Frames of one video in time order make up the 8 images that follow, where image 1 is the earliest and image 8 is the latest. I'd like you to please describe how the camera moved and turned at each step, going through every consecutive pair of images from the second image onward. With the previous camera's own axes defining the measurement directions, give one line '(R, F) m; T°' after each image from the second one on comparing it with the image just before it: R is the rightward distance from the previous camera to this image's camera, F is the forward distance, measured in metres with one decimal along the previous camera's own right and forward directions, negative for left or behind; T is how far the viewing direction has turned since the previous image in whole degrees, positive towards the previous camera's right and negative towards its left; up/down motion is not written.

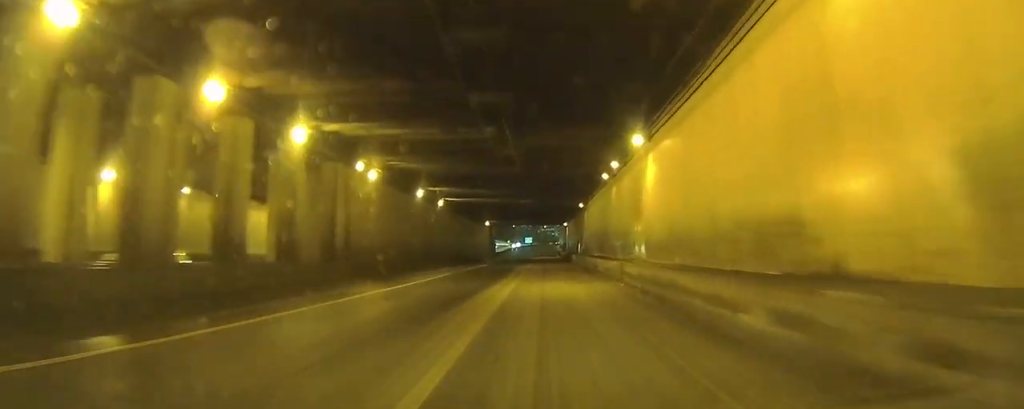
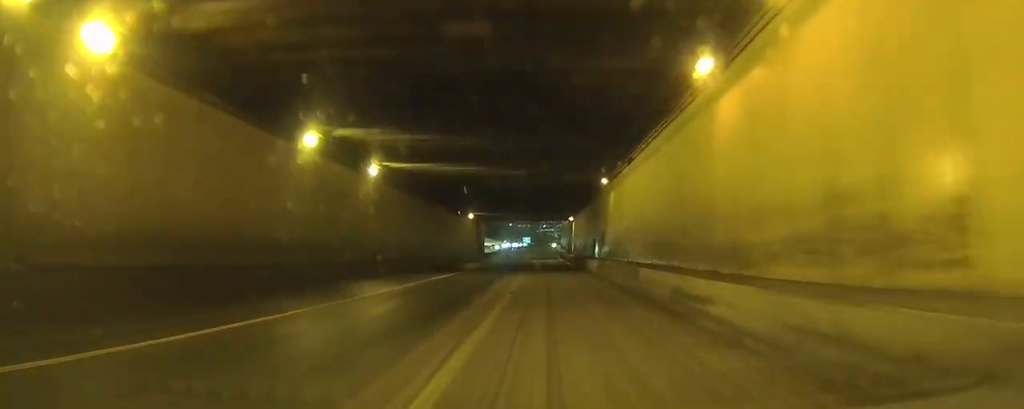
(0.0, +19.0) m; 0°
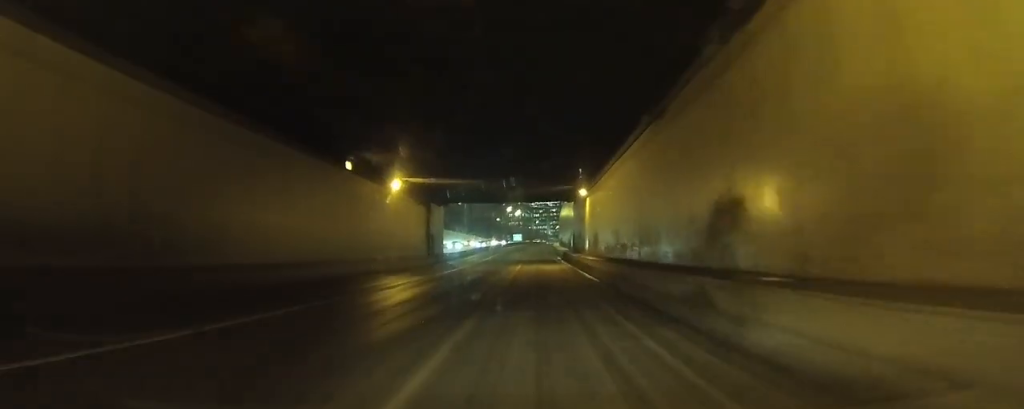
(0.0, +31.9) m; +2°
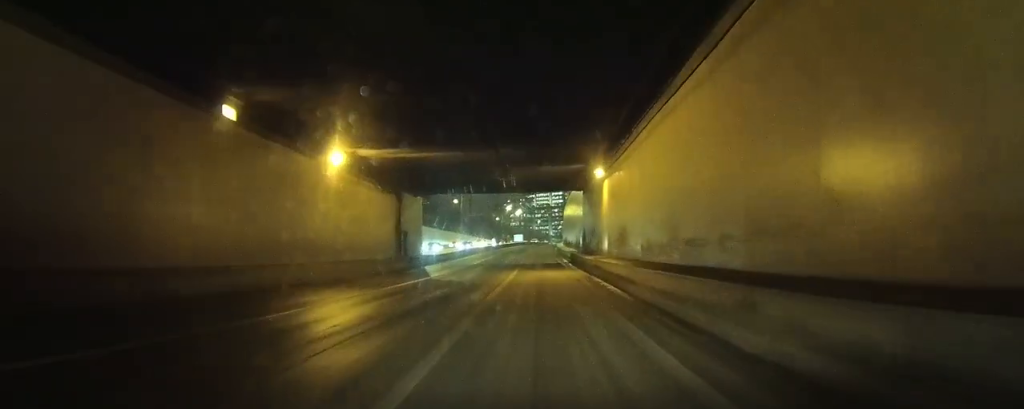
(+0.3, +11.1) m; +1°
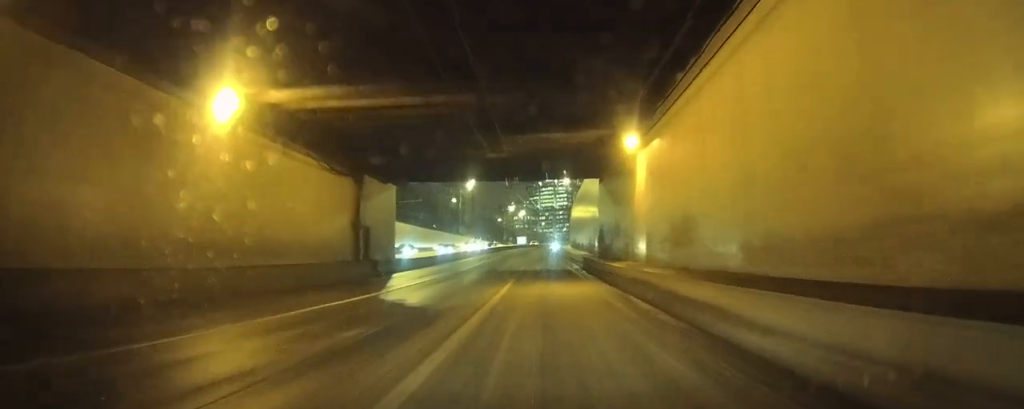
(0.0, +10.1) m; 0°
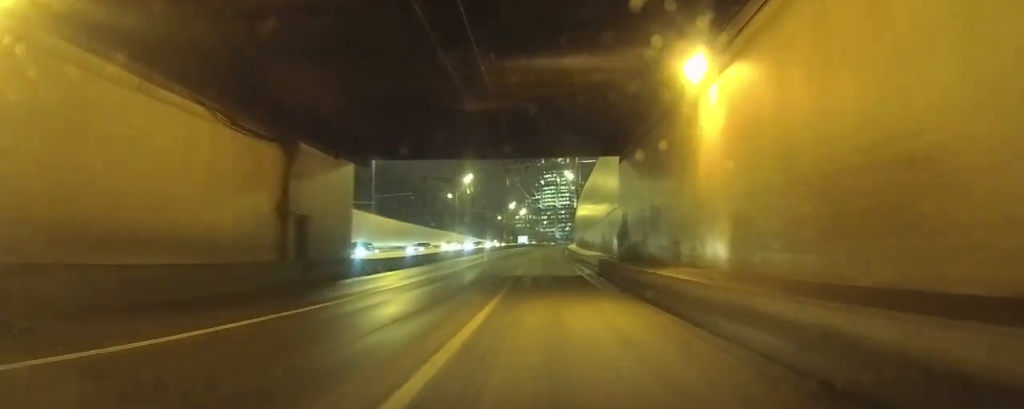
(0.0, +9.1) m; 0°
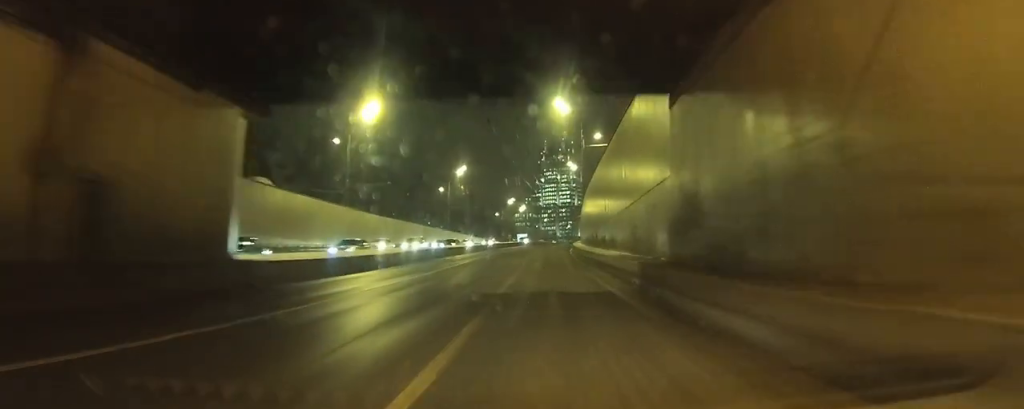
(0.0, +11.7) m; 0°
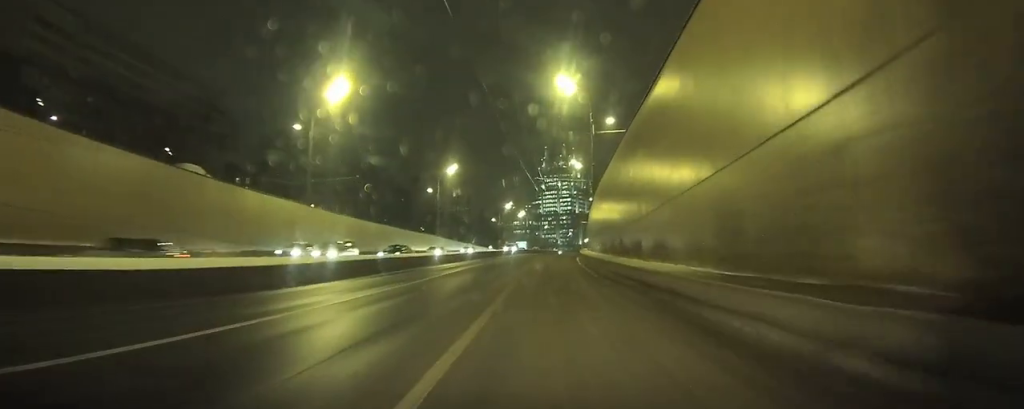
(0.0, +12.6) m; +3°
